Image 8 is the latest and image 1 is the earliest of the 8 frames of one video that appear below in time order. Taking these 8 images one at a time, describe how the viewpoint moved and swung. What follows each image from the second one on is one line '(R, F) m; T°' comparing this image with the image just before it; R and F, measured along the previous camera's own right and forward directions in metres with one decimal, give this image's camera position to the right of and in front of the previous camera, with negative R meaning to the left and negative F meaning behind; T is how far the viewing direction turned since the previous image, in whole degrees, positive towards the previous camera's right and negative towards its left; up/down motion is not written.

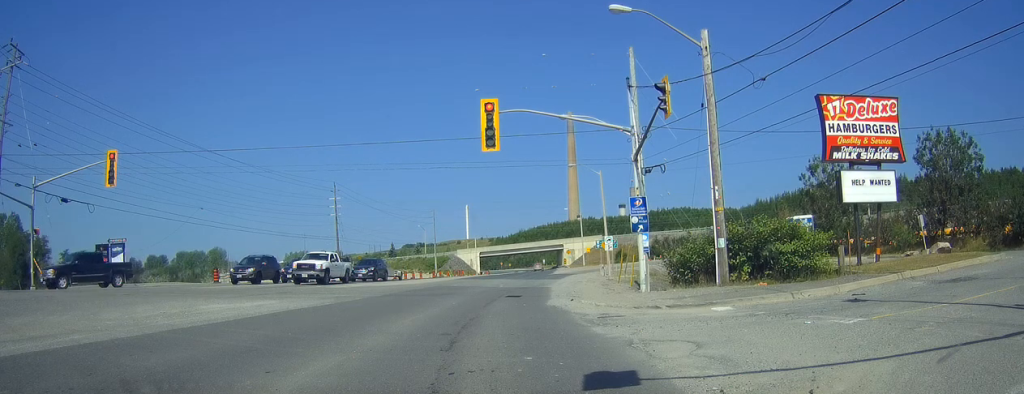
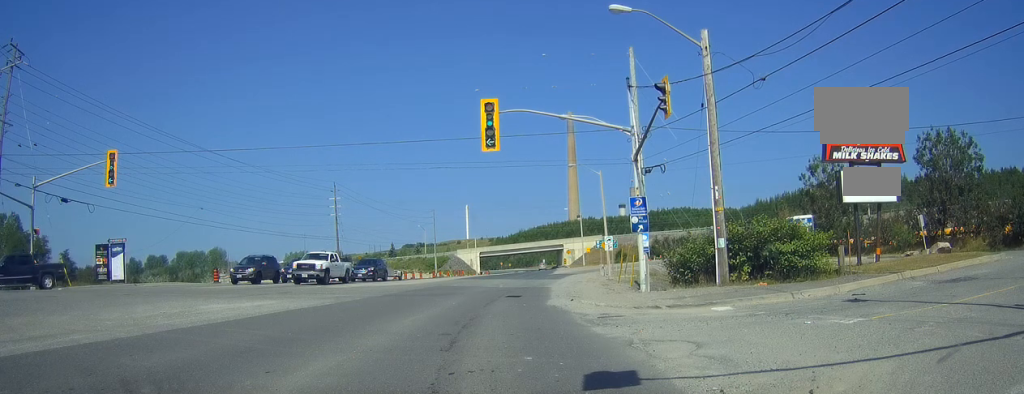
(0.0, 0.0) m; 0°
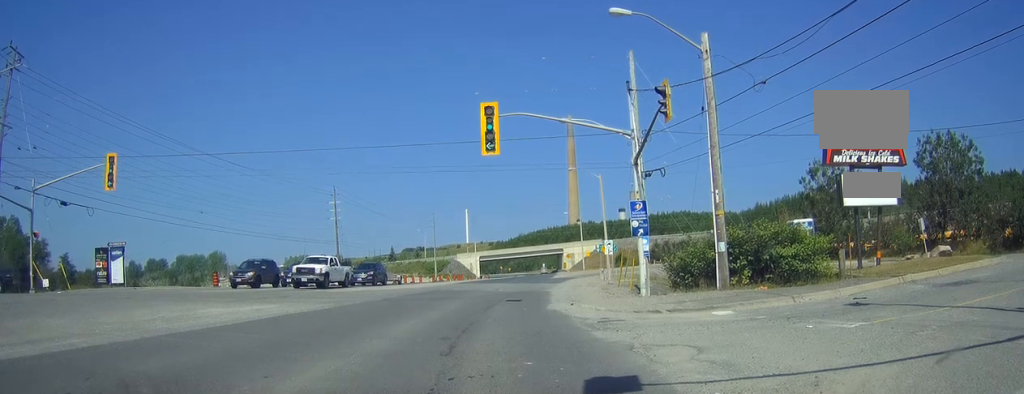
(0.0, 0.0) m; 0°
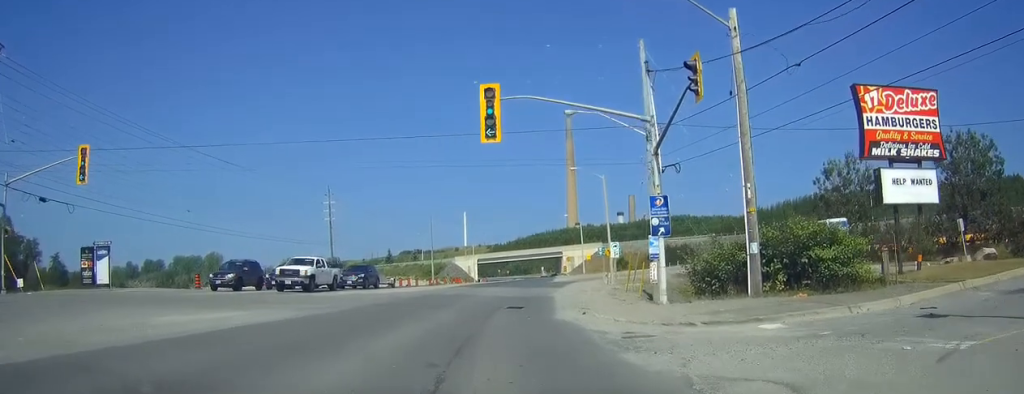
(0.0, 0.0) m; 0°
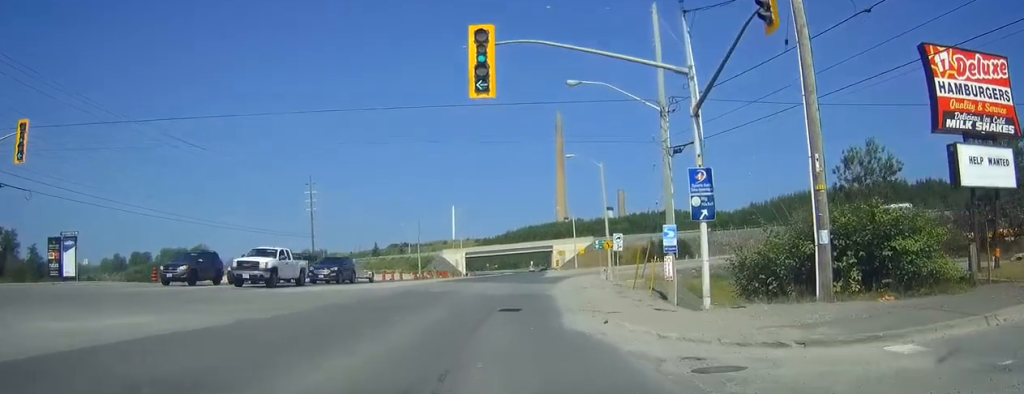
(0.0, +3.3) m; -1°
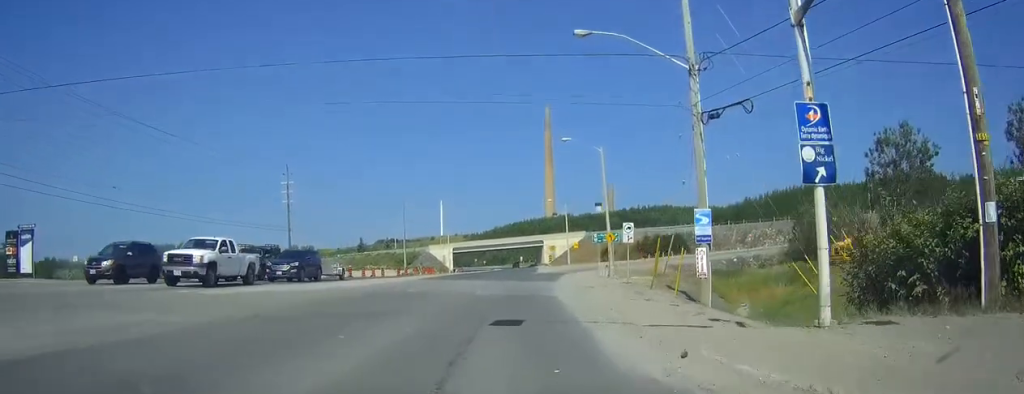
(0.0, +5.3) m; 0°
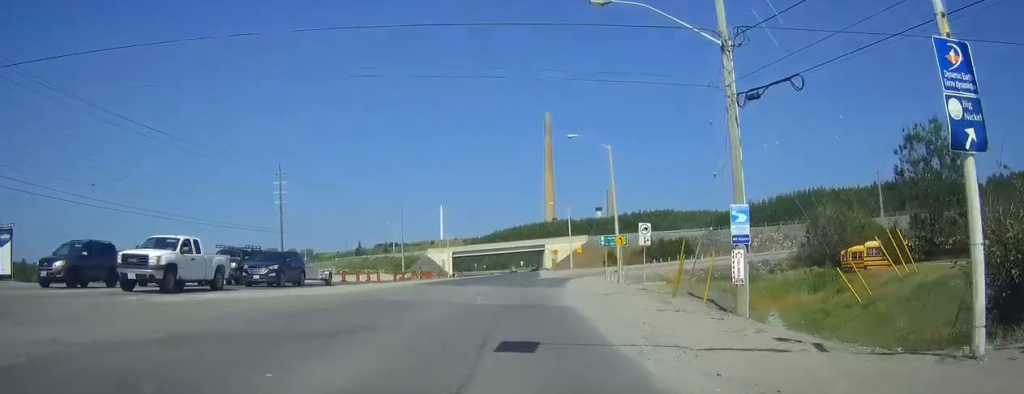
(0.0, +3.0) m; 0°
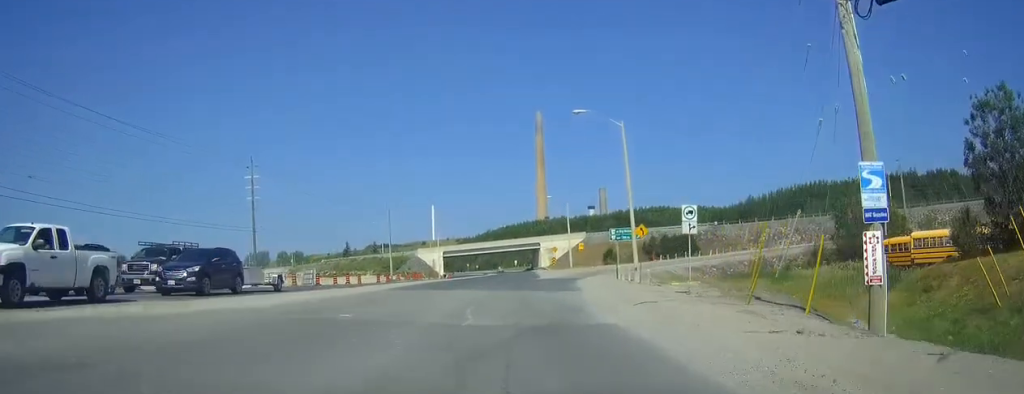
(-0.1, +6.8) m; 0°
